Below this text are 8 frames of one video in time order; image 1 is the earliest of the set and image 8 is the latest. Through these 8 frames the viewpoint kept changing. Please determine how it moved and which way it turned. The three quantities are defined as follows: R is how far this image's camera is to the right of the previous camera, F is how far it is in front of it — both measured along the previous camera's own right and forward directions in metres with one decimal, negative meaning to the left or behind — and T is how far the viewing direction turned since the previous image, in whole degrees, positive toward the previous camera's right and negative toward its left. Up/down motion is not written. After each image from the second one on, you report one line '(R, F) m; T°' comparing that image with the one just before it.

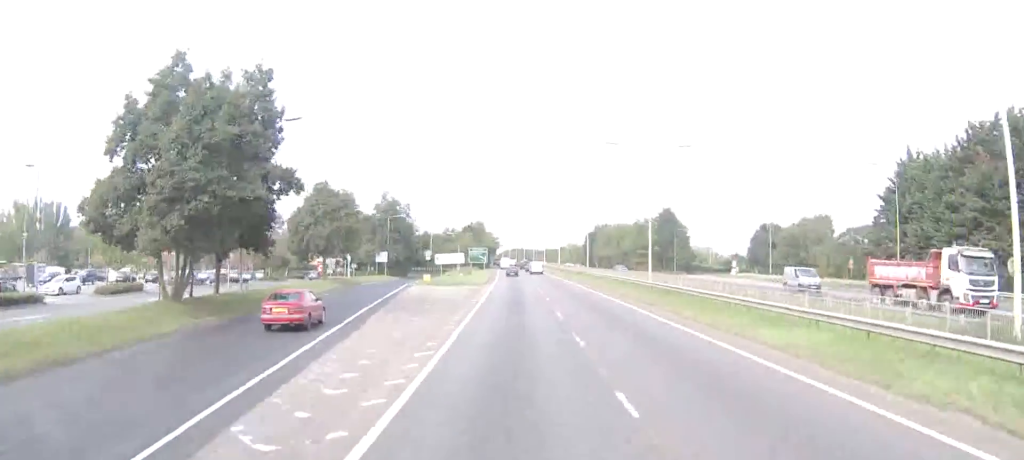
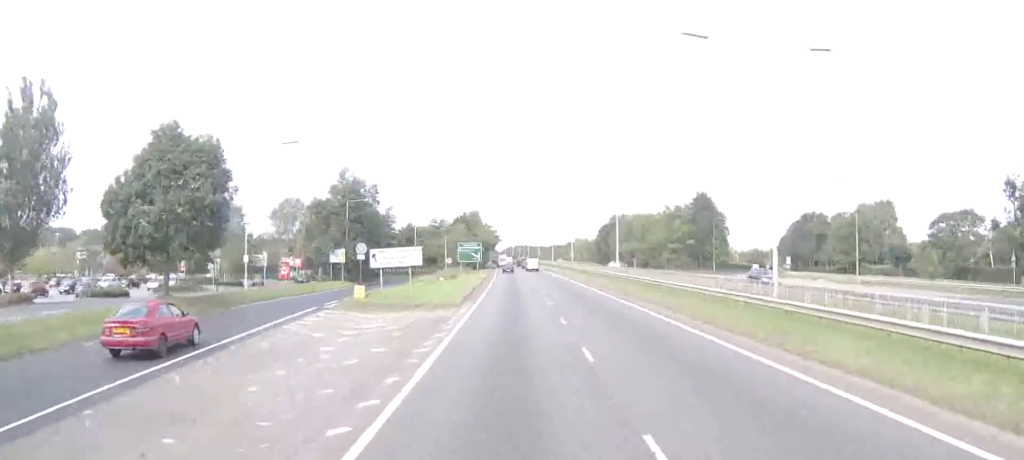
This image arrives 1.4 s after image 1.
(0.0, +31.3) m; 0°
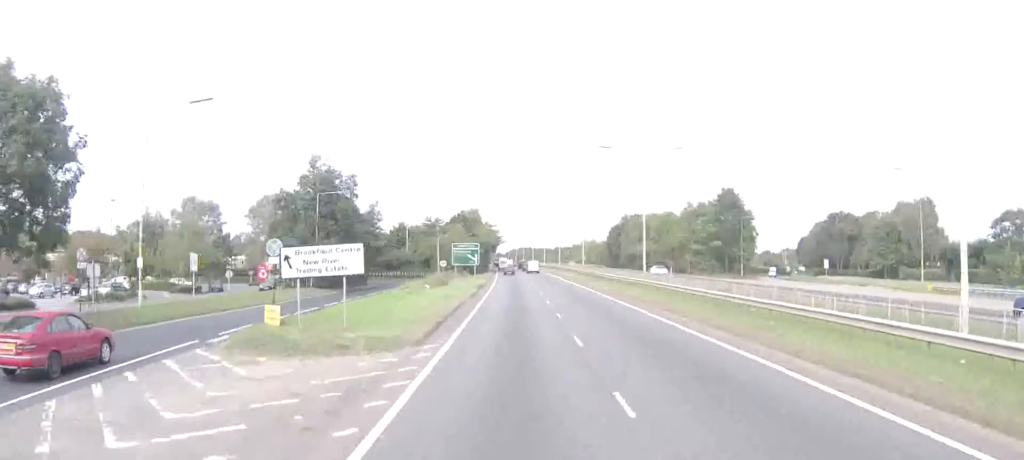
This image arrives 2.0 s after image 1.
(0.0, +15.1) m; 0°
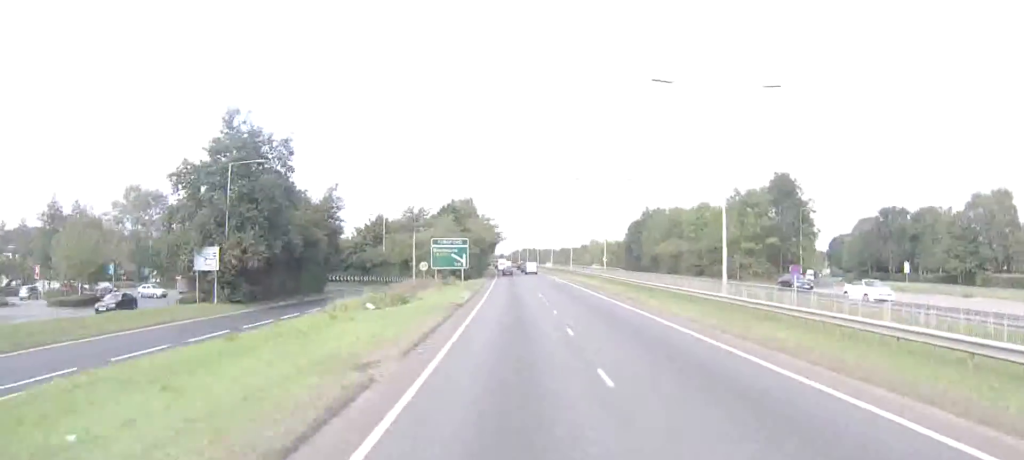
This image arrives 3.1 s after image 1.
(-0.1, +24.9) m; 0°
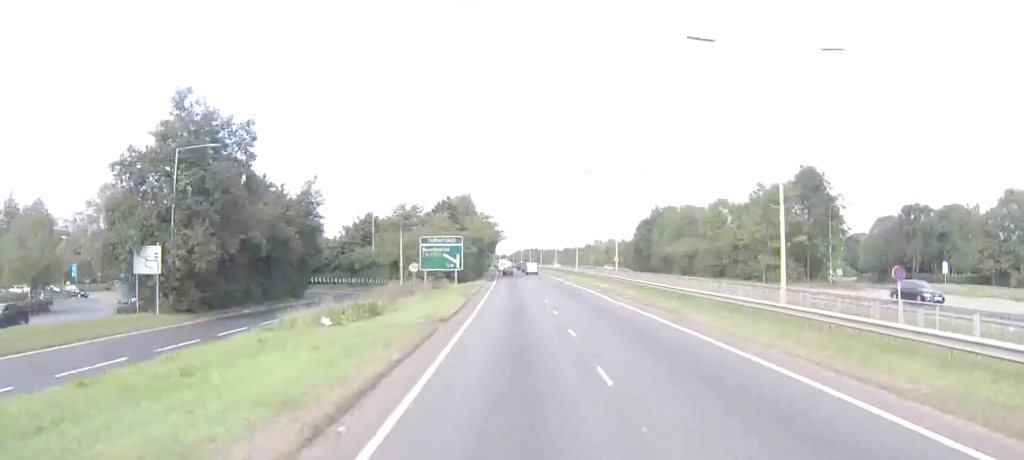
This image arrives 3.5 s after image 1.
(0.0, +9.1) m; 0°
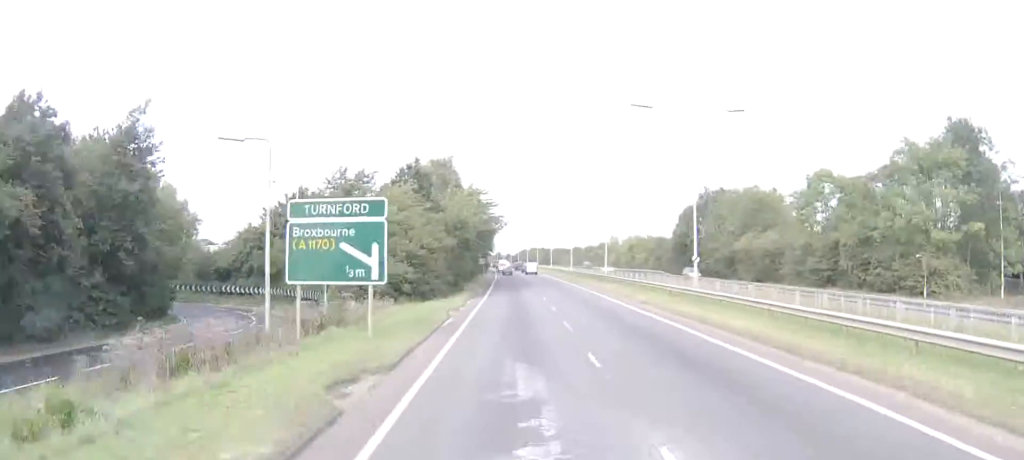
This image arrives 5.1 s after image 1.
(0.0, +34.8) m; 0°
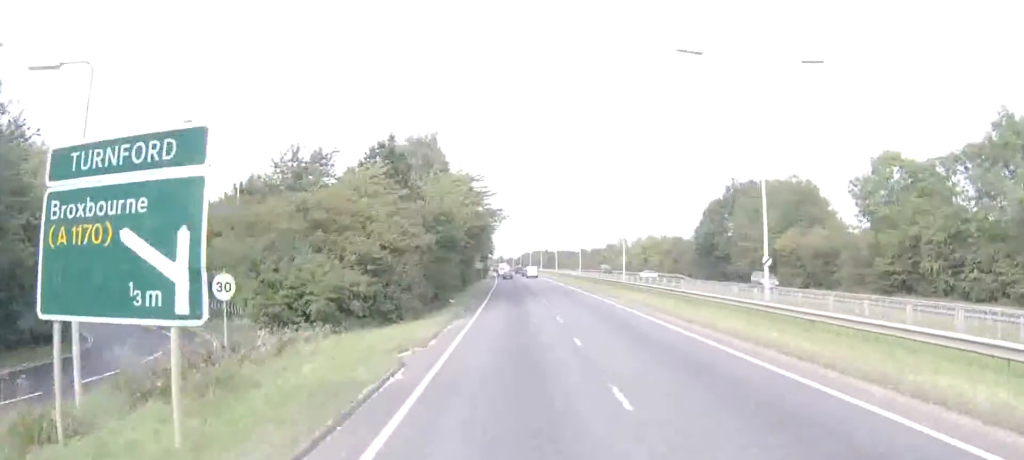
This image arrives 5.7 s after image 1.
(+0.1, +13.5) m; 0°
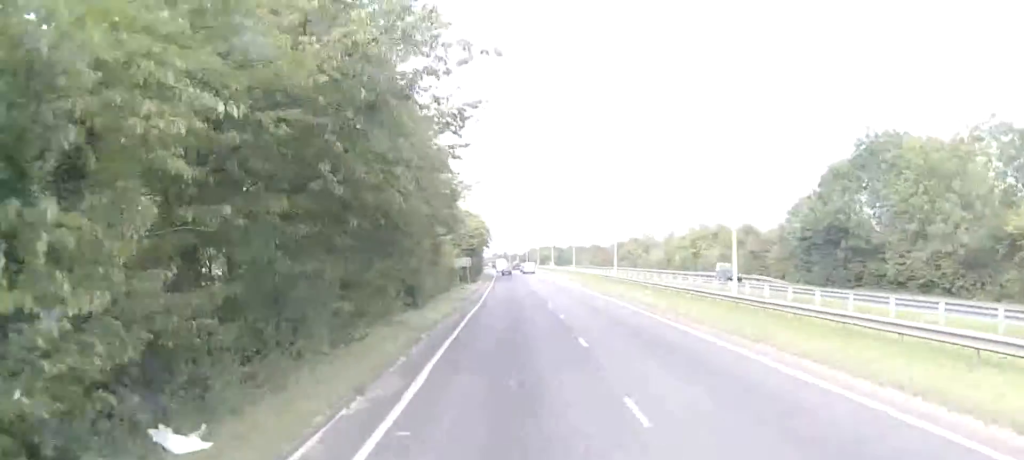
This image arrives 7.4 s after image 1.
(-0.8, +38.2) m; -1°
